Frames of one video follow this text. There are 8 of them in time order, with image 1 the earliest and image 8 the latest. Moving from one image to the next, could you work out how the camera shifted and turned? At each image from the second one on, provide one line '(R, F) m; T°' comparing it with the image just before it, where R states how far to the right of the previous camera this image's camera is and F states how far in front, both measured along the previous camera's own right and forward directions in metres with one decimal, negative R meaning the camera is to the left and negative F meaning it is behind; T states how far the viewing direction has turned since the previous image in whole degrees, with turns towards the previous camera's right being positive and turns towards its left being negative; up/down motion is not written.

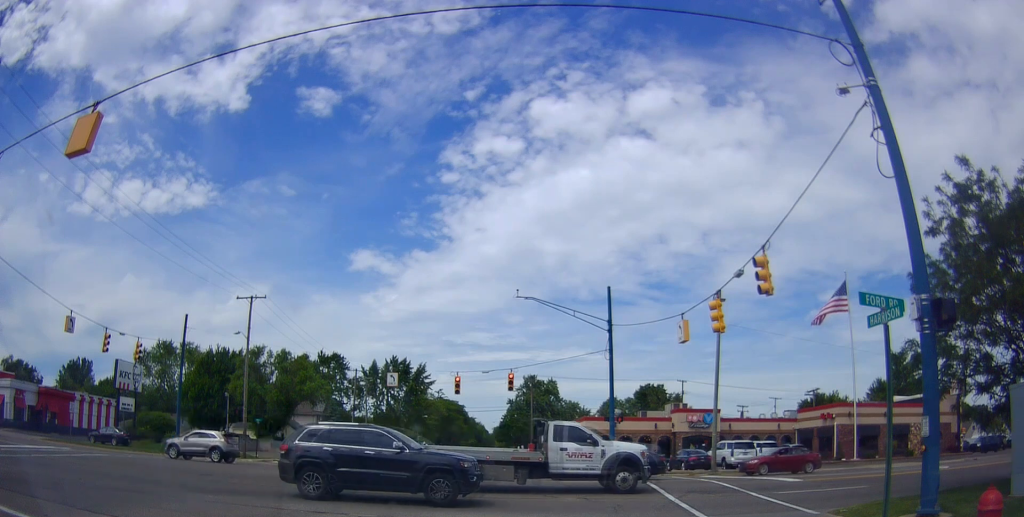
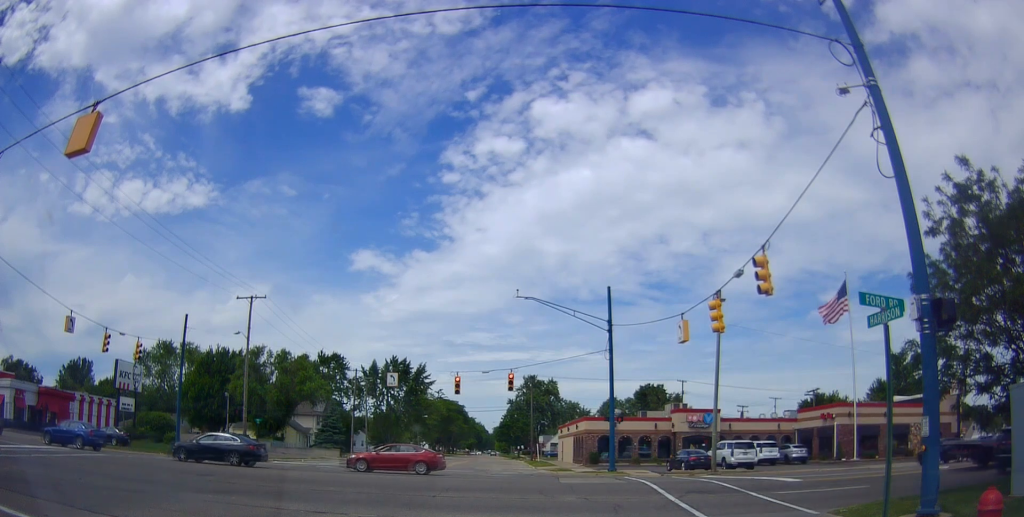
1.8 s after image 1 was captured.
(0.0, 0.0) m; 0°
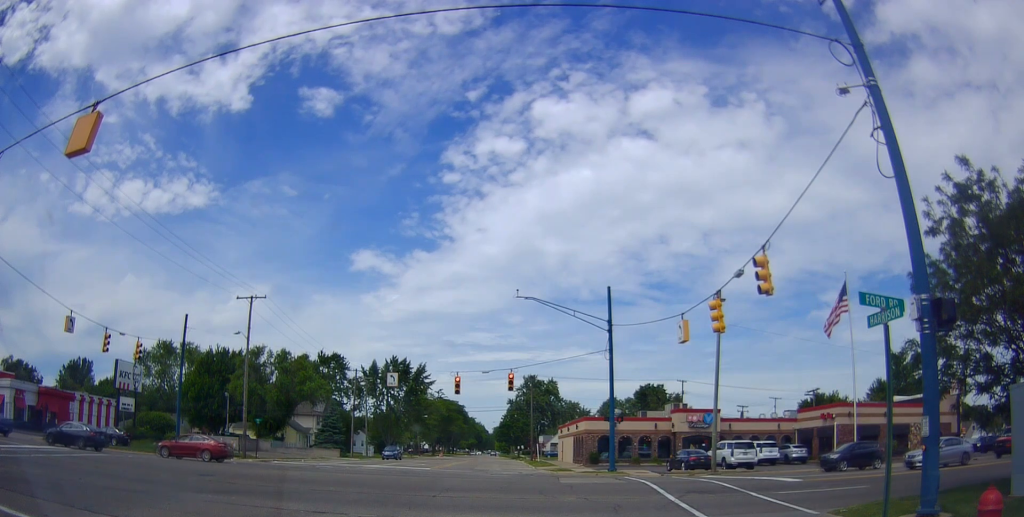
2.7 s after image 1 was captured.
(0.0, 0.0) m; 0°
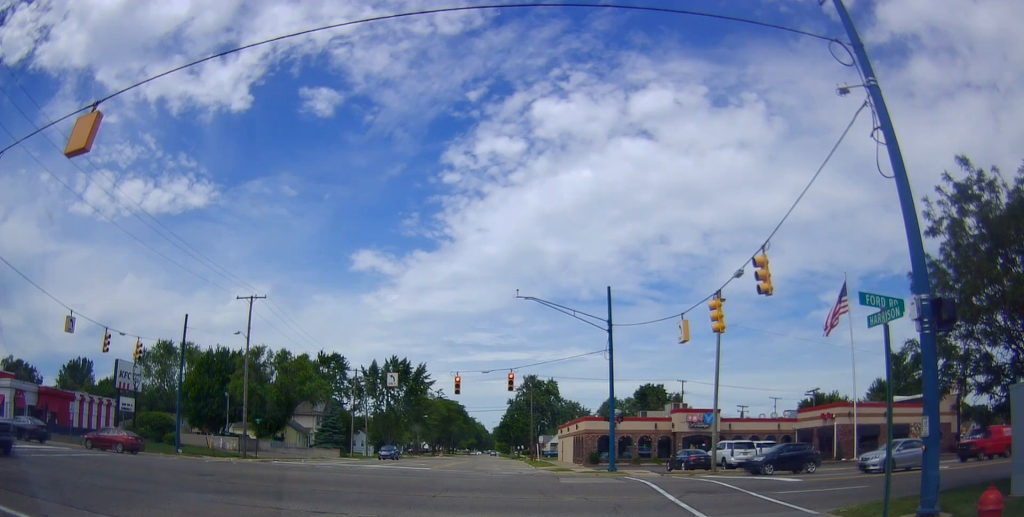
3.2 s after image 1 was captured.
(0.0, 0.0) m; 0°
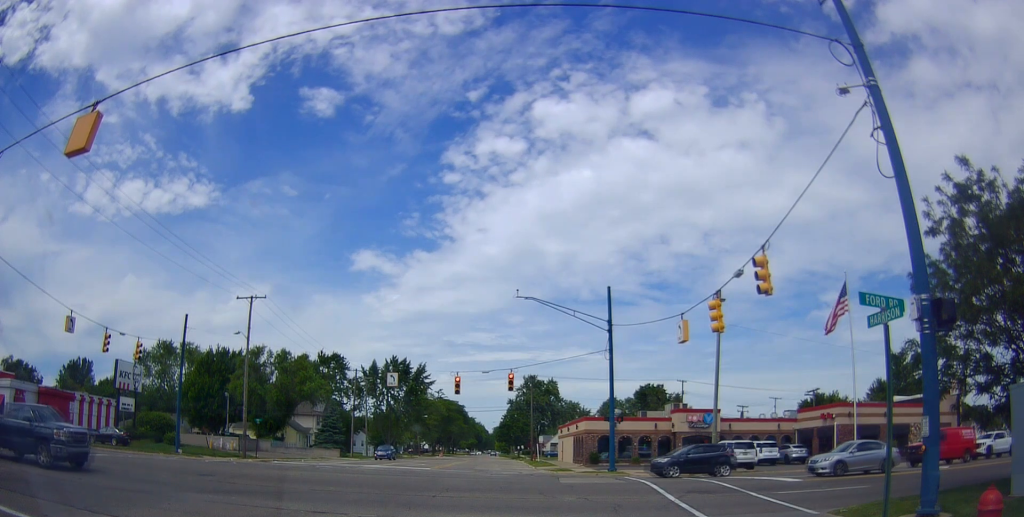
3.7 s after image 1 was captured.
(0.0, 0.0) m; 0°
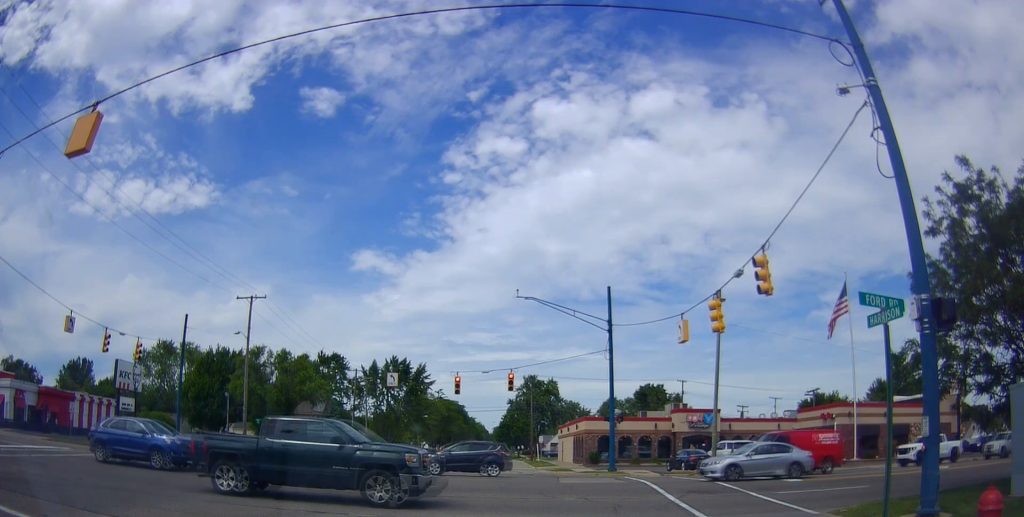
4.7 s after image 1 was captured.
(0.0, 0.0) m; 0°
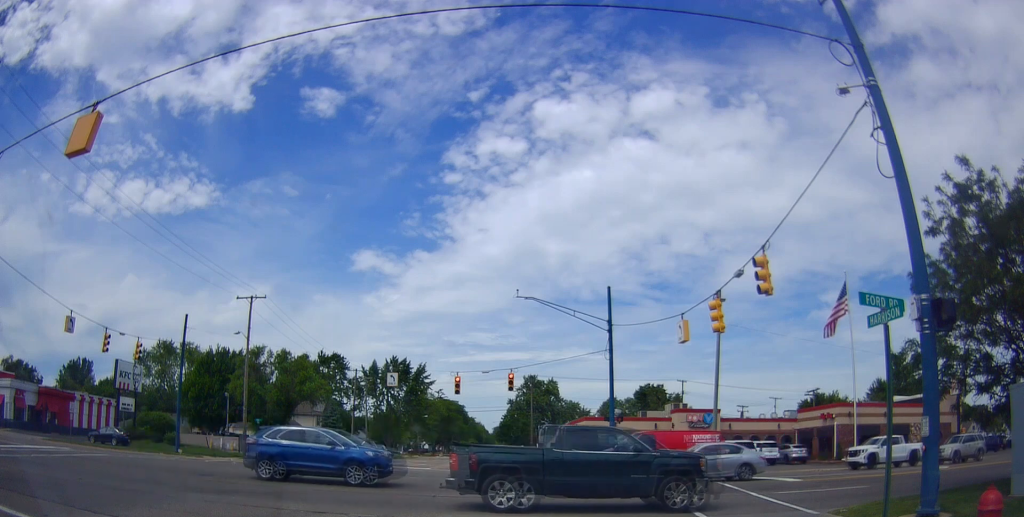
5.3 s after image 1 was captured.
(0.0, 0.0) m; 0°
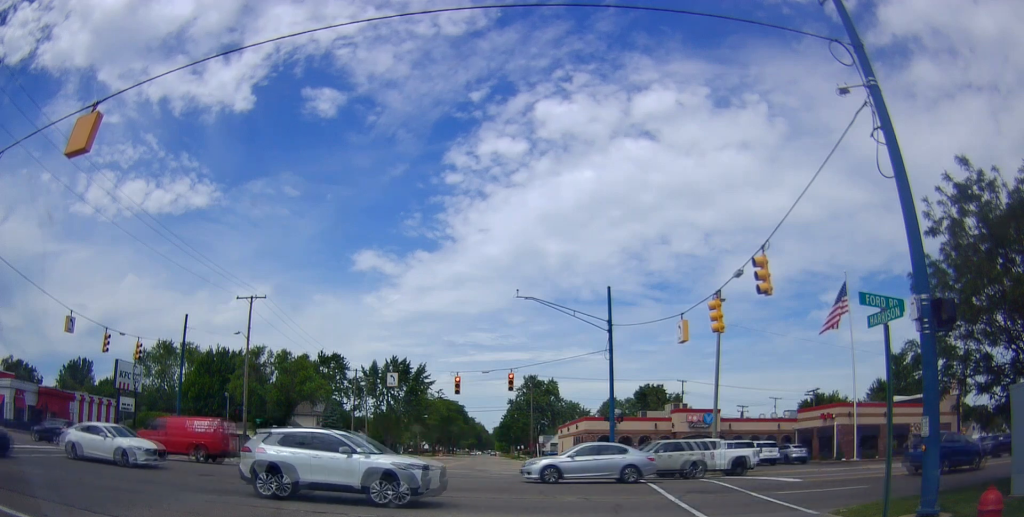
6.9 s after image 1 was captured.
(0.0, 0.0) m; 0°
